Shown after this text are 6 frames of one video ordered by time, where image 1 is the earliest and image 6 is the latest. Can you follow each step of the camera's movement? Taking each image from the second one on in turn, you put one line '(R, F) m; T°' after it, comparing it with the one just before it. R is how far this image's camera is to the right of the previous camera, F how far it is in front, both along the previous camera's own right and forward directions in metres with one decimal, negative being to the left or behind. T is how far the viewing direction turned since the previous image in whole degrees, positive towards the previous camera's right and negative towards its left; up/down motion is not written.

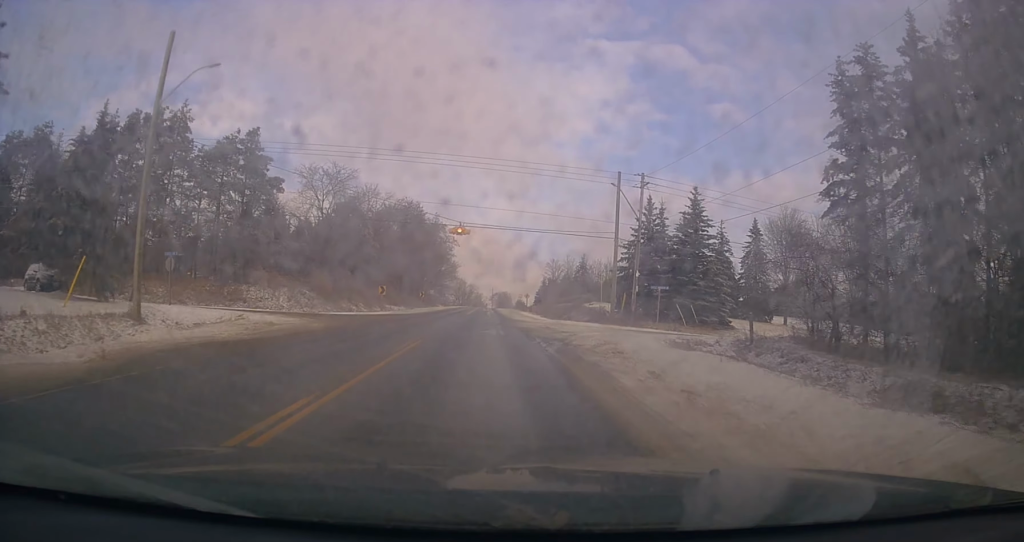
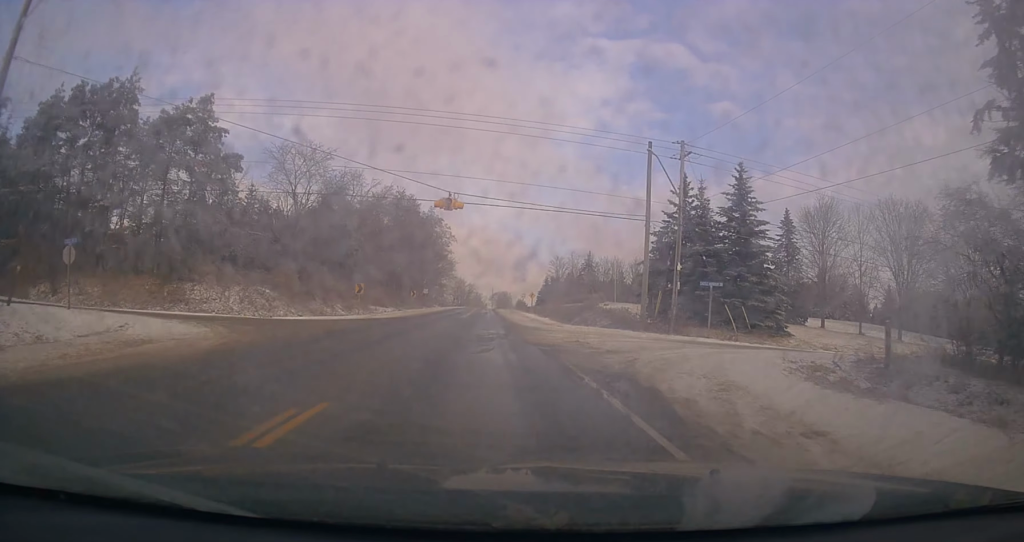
(-0.1, +9.8) m; +1°
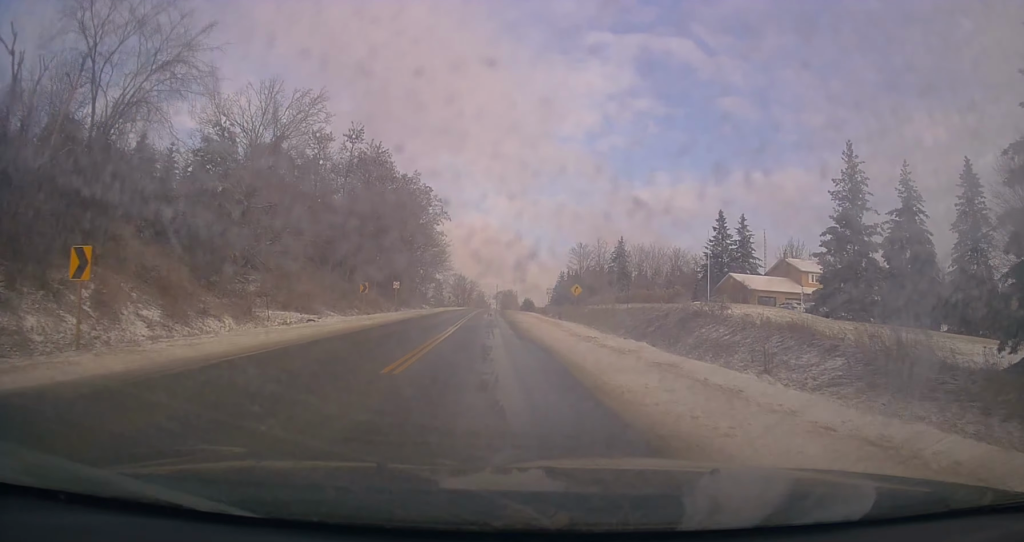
(+0.6, +33.4) m; +1°
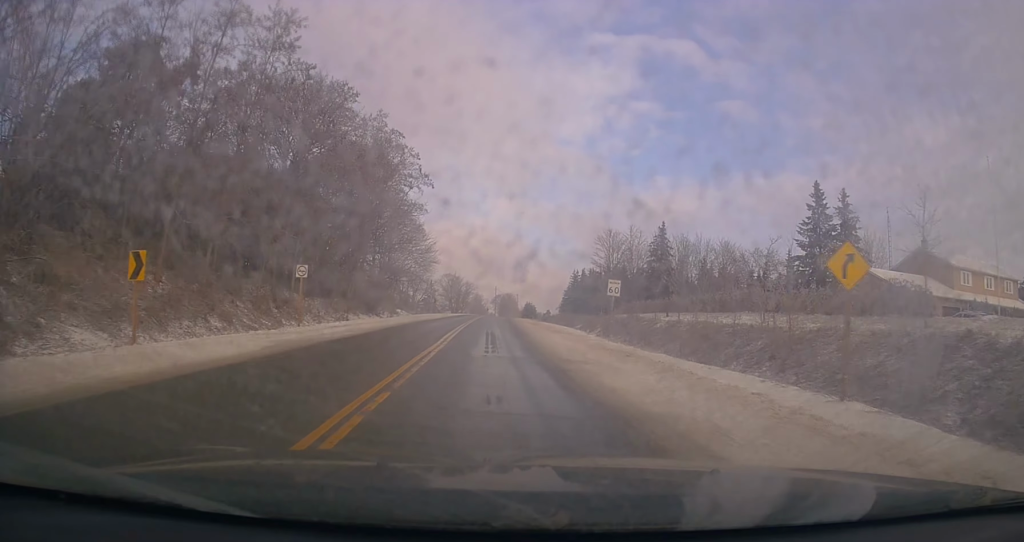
(-0.3, +30.7) m; -1°
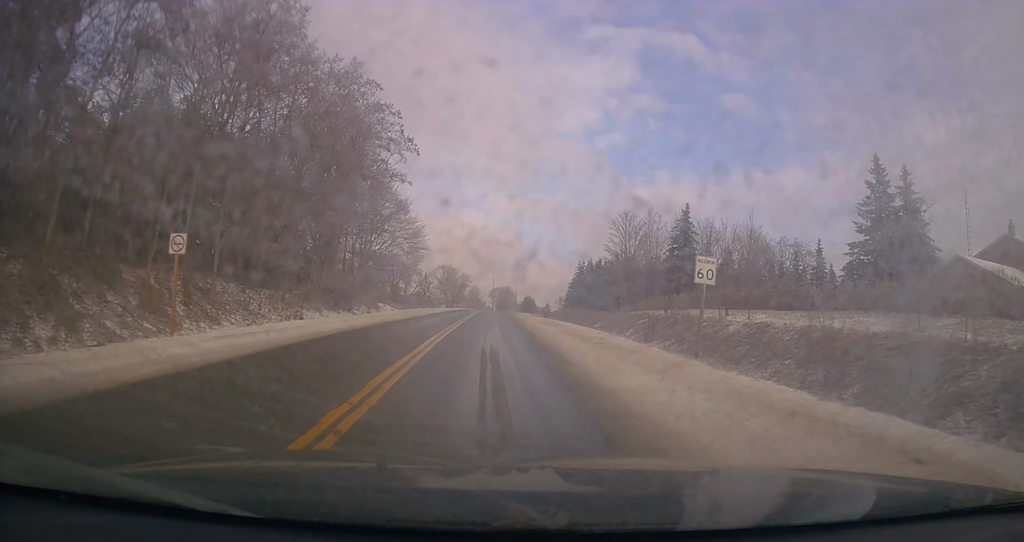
(+0.3, +12.5) m; 0°
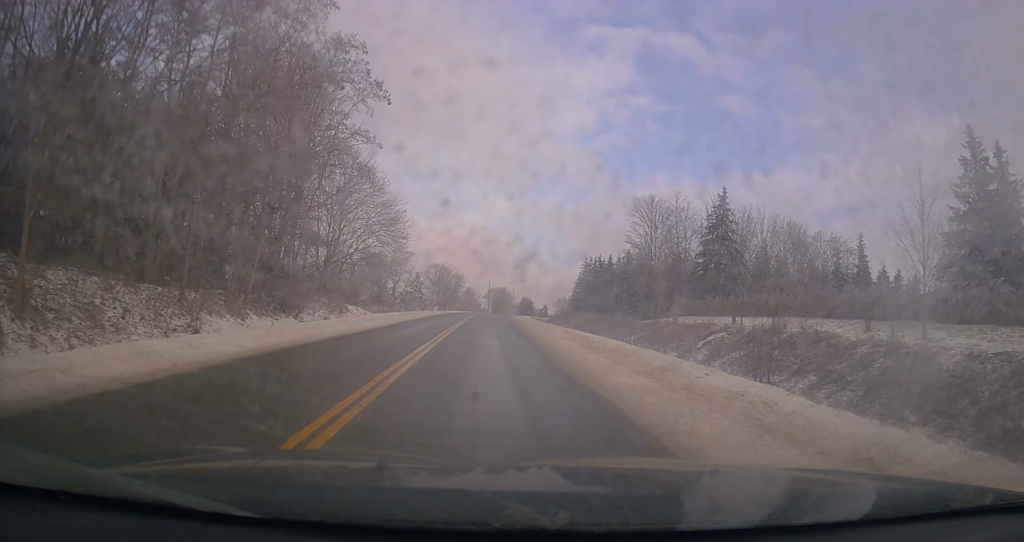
(-0.3, +14.4) m; +1°
